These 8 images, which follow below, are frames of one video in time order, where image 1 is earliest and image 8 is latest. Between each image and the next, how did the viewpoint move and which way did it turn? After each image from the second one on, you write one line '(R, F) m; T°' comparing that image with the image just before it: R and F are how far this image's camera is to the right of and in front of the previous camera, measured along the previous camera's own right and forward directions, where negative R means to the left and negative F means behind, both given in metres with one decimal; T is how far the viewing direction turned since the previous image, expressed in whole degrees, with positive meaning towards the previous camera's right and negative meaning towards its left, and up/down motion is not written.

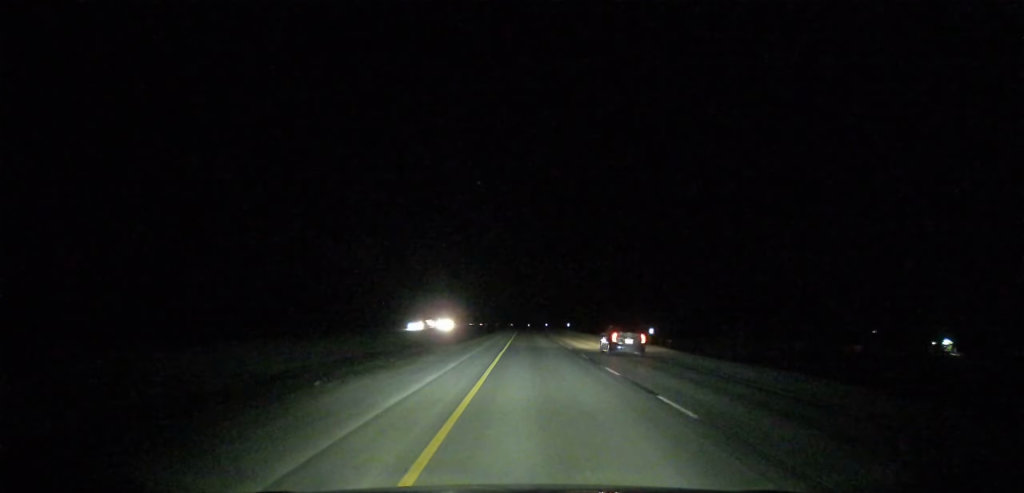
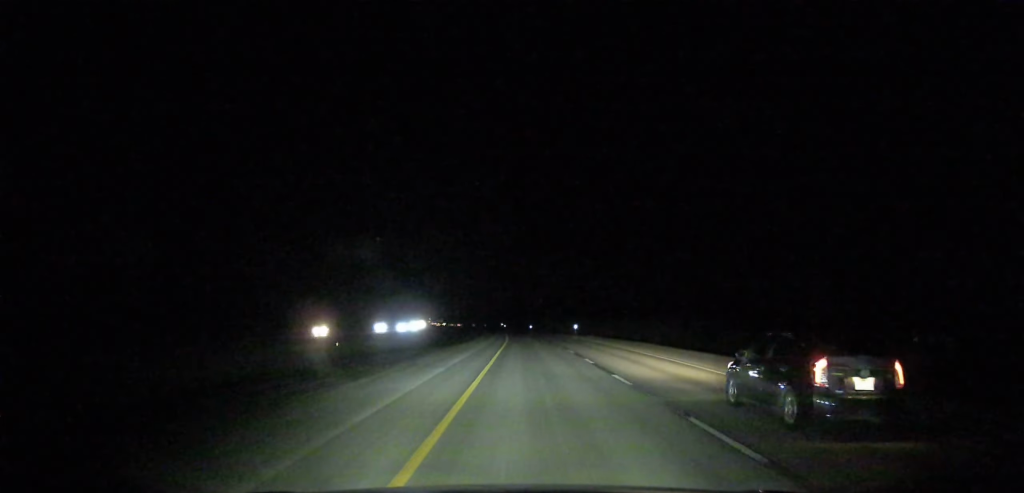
(+0.2, +154.9) m; -1°
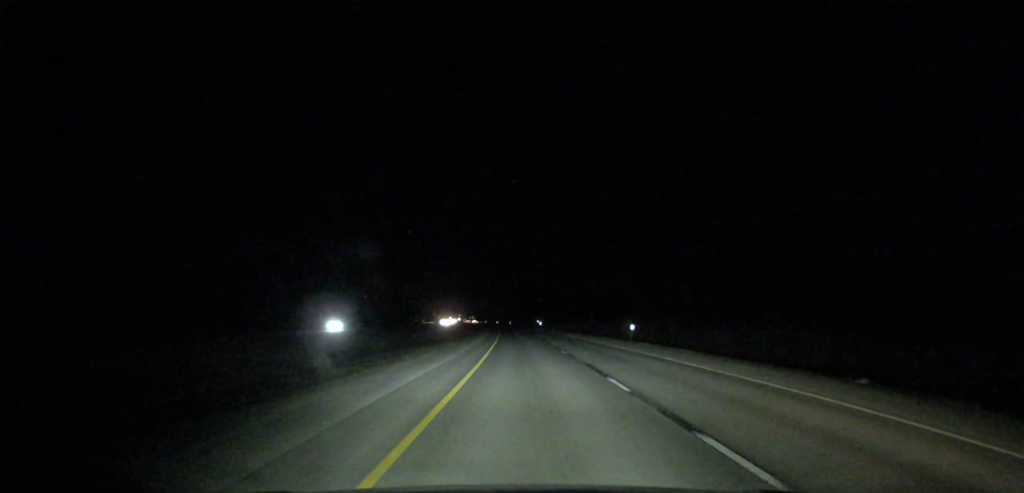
(-2.6, +163.5) m; -2°
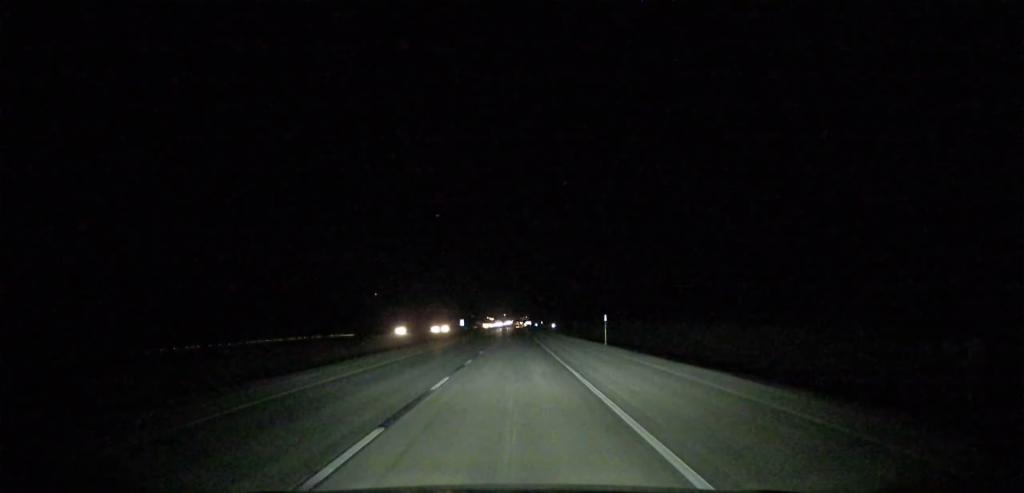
(-34.0, +599.0) m; -4°
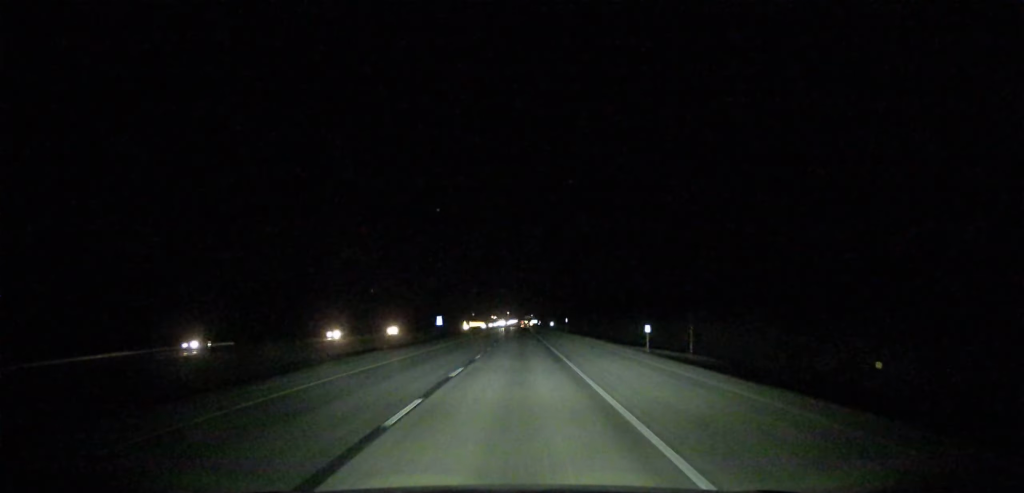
(-0.1, +86.2) m; 0°
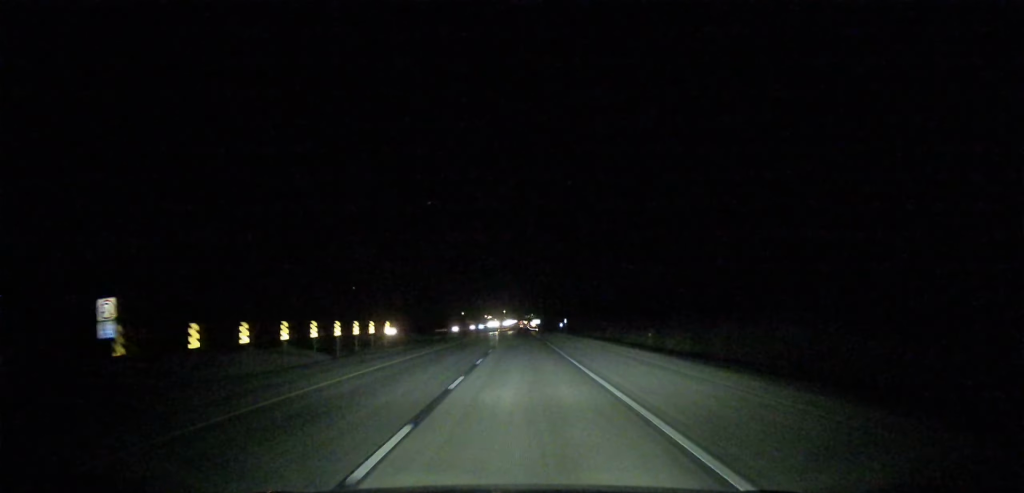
(-0.3, +147.5) m; 0°
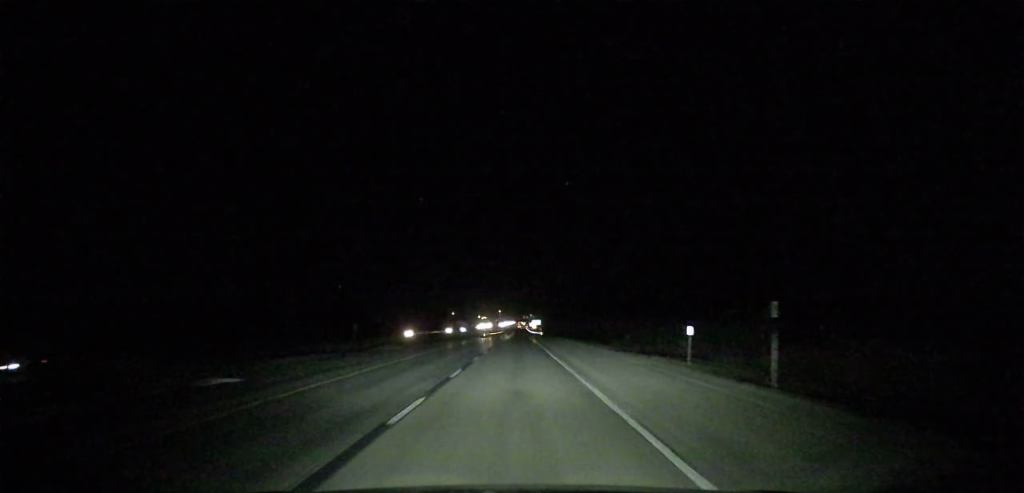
(+0.1, +86.0) m; 0°
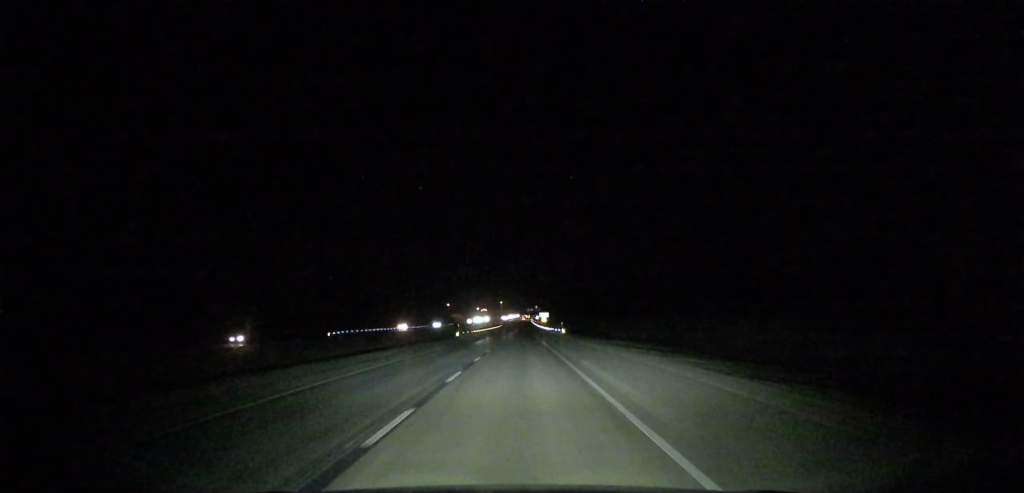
(+0.1, +83.1) m; 0°
